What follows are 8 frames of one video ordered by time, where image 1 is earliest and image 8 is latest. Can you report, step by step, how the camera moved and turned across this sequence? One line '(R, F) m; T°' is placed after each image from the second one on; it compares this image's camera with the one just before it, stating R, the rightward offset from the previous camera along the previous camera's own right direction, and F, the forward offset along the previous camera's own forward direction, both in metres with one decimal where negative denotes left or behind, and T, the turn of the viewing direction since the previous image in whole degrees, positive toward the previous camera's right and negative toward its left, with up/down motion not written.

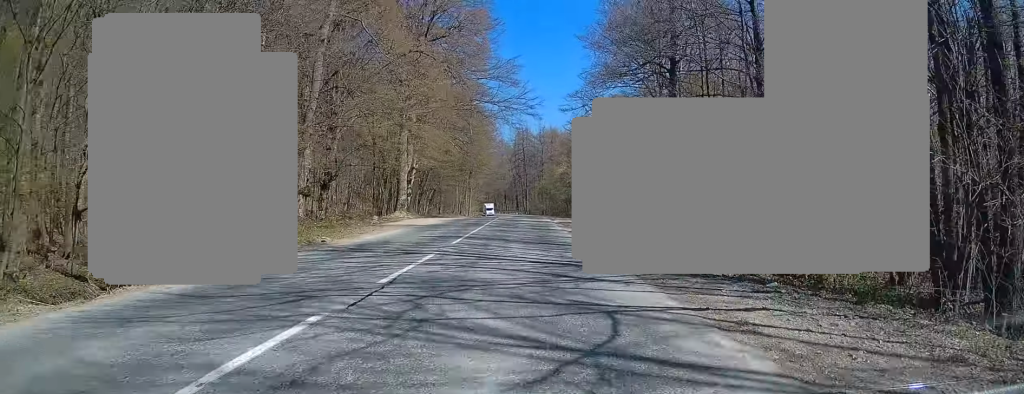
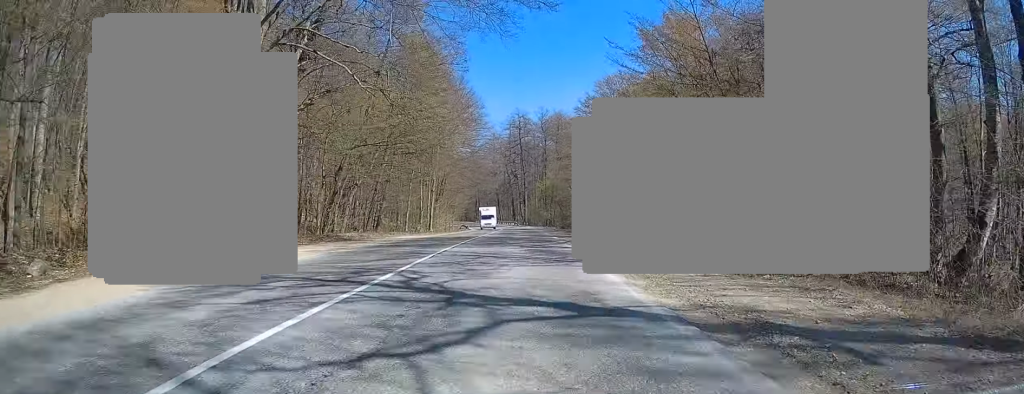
(-0.2, +35.8) m; -1°
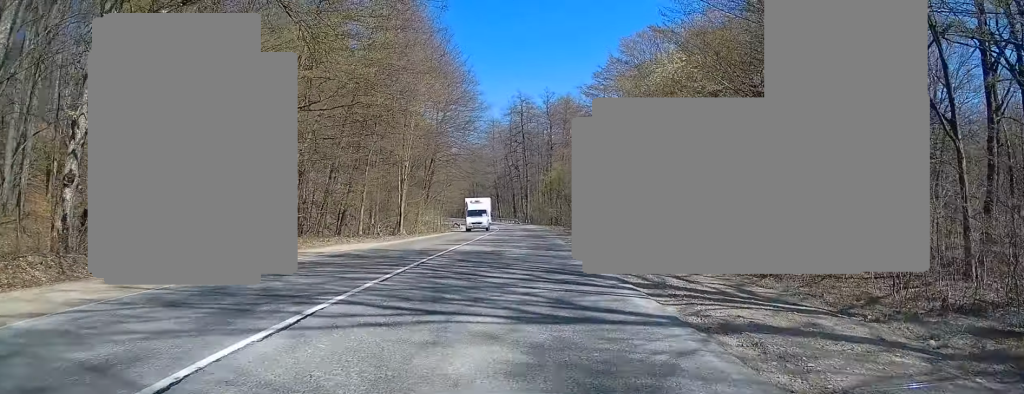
(0.0, +14.1) m; 0°
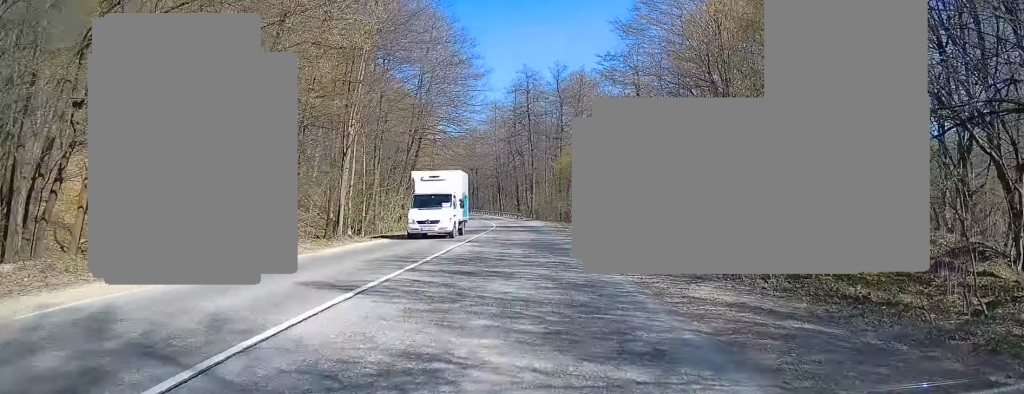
(0.0, +14.8) m; 0°
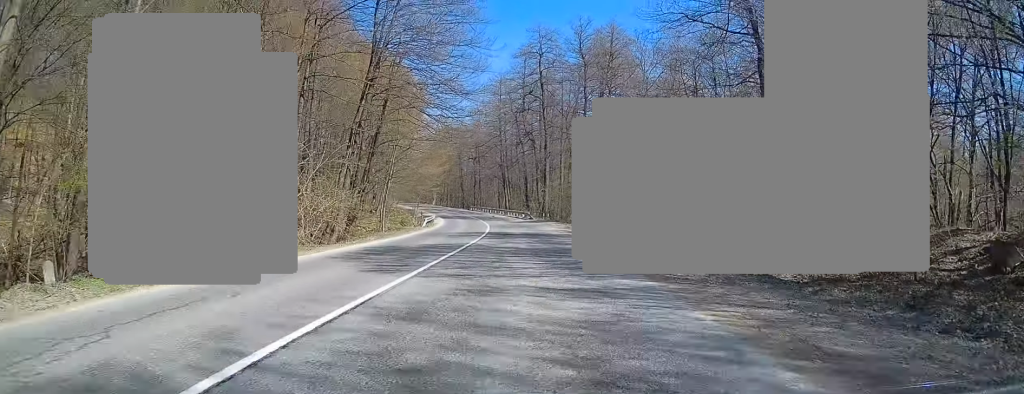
(-0.2, +20.6) m; -1°
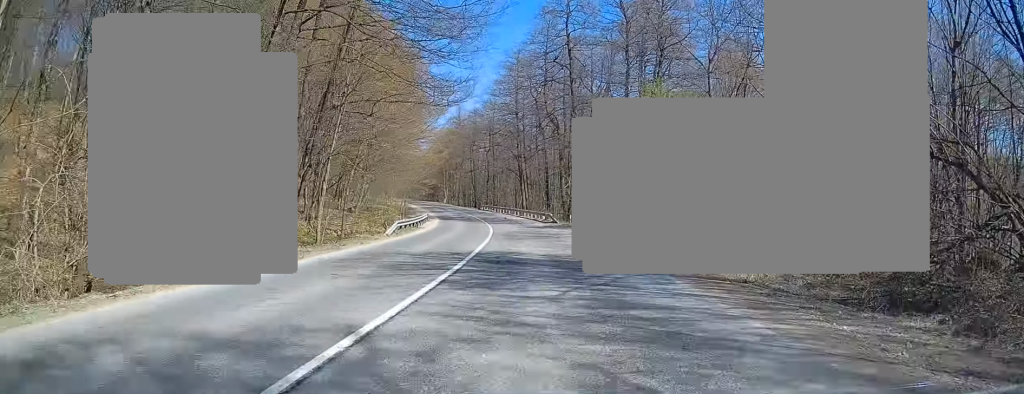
(-0.1, +15.3) m; -2°
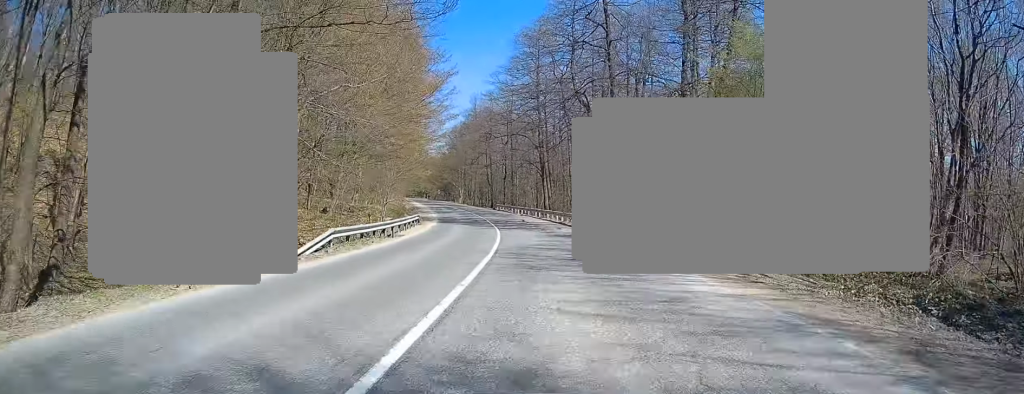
(-0.3, +12.4) m; -2°
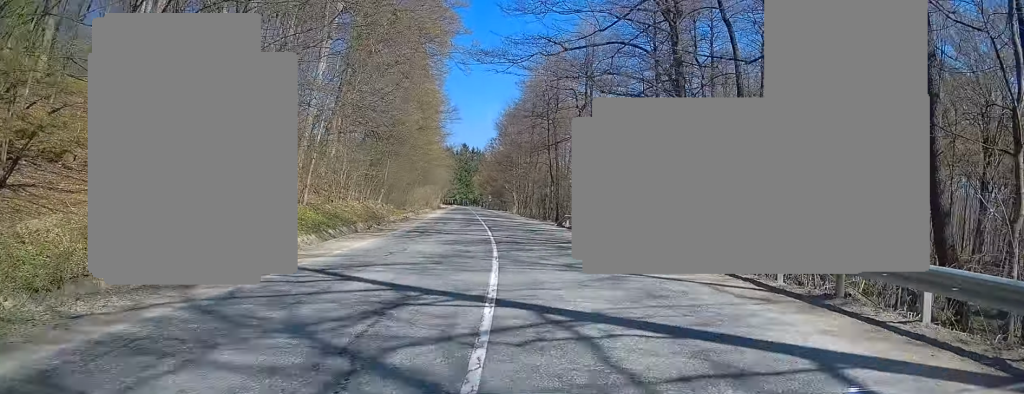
(-2.1, +40.4) m; -5°
